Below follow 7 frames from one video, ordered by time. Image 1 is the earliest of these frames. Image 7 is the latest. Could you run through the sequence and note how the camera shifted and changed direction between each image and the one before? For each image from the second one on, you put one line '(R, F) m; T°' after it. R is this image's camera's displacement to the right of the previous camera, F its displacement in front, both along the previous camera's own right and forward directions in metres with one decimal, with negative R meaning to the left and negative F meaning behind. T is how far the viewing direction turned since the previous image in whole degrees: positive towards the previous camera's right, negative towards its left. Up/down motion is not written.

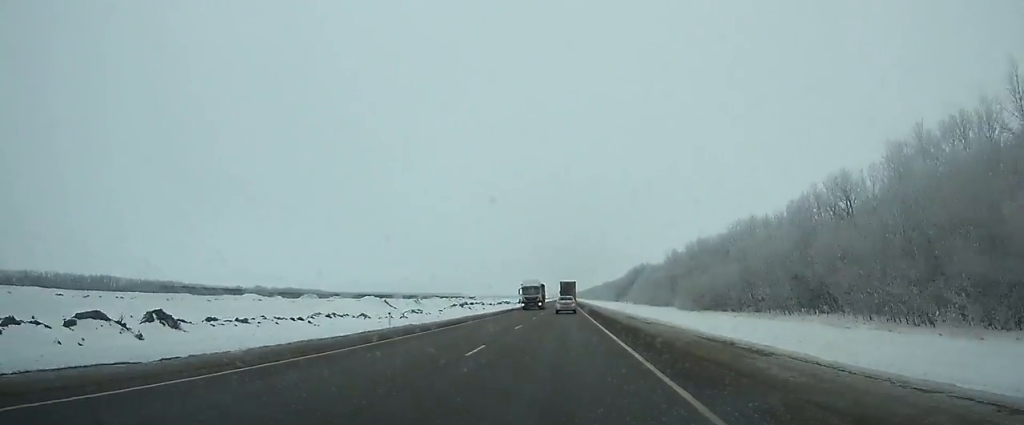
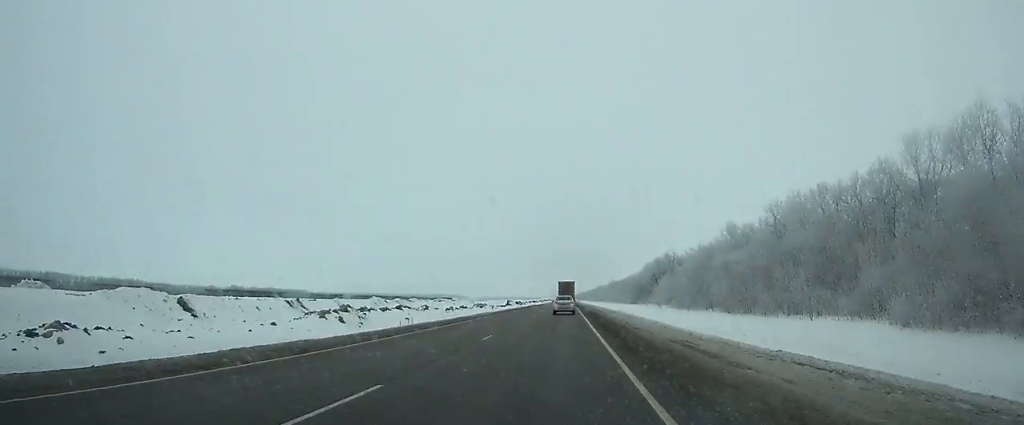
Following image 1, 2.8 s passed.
(-0.2, +66.8) m; 0°
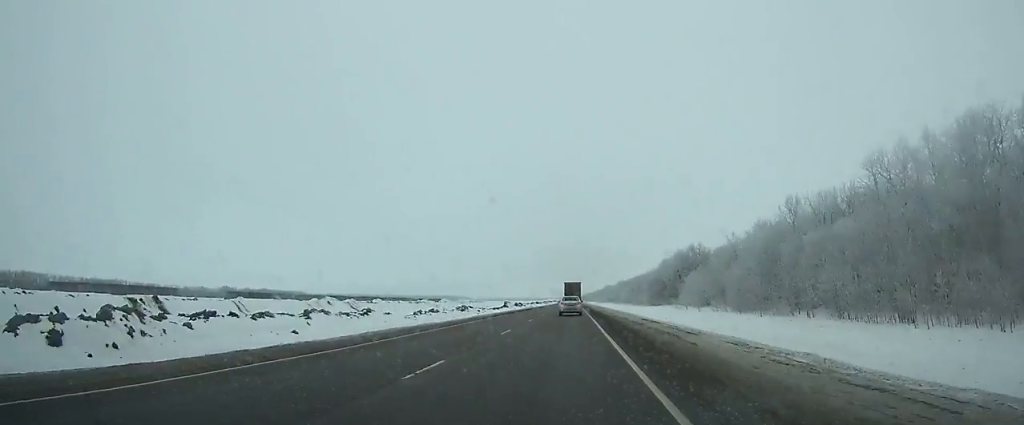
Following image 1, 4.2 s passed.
(-0.2, +33.4) m; 0°
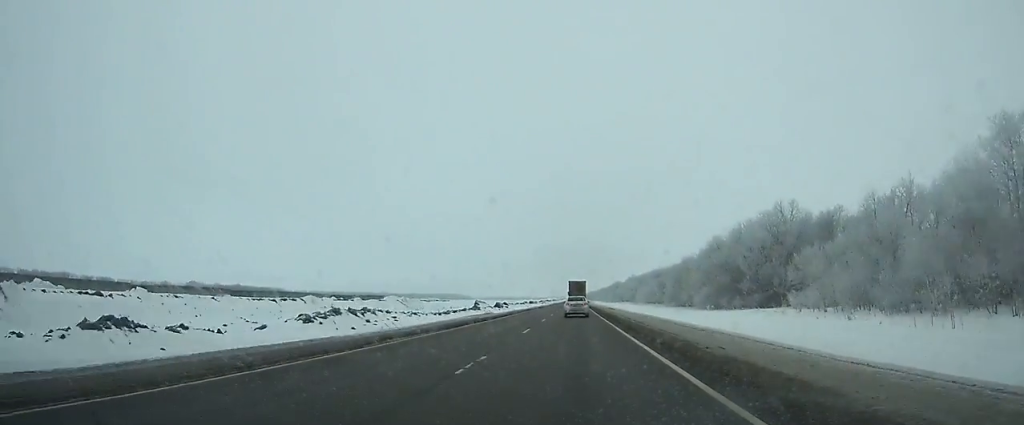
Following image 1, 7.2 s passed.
(-0.1, +71.2) m; 0°
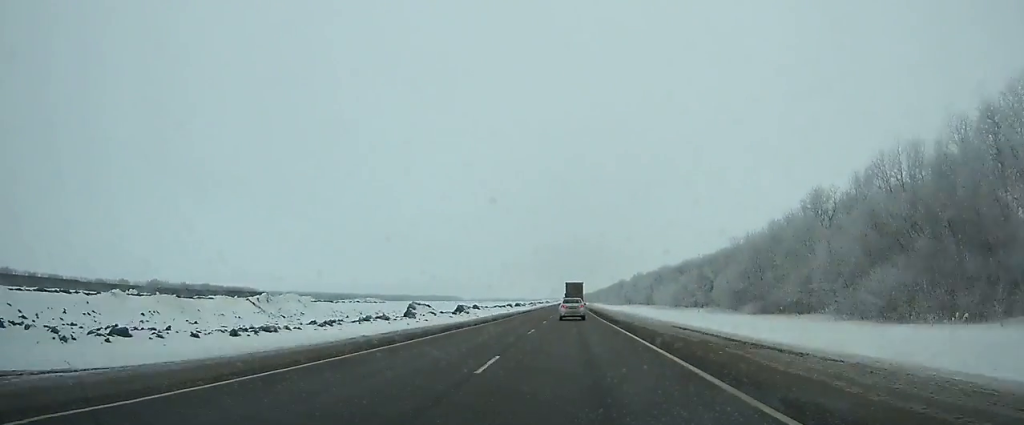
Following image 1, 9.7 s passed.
(+0.2, +58.7) m; 0°
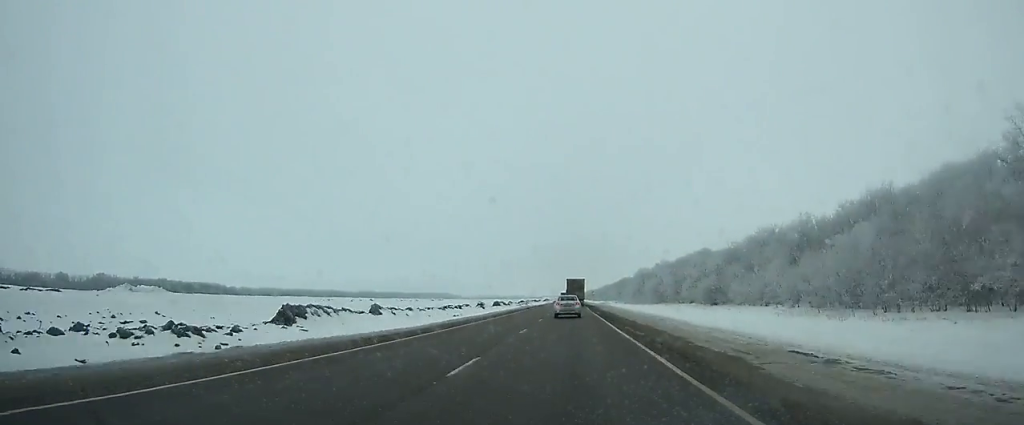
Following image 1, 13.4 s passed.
(+0.3, +85.1) m; 0°
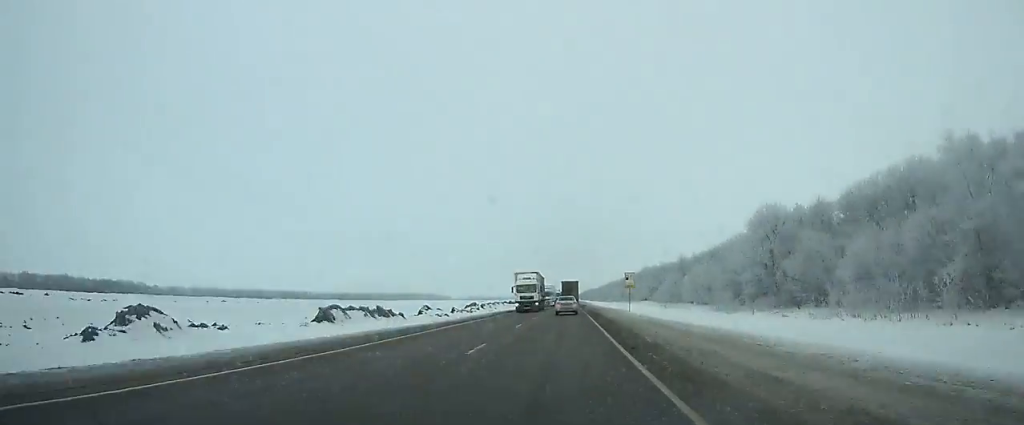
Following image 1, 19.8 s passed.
(-0.3, +144.0) m; 0°
